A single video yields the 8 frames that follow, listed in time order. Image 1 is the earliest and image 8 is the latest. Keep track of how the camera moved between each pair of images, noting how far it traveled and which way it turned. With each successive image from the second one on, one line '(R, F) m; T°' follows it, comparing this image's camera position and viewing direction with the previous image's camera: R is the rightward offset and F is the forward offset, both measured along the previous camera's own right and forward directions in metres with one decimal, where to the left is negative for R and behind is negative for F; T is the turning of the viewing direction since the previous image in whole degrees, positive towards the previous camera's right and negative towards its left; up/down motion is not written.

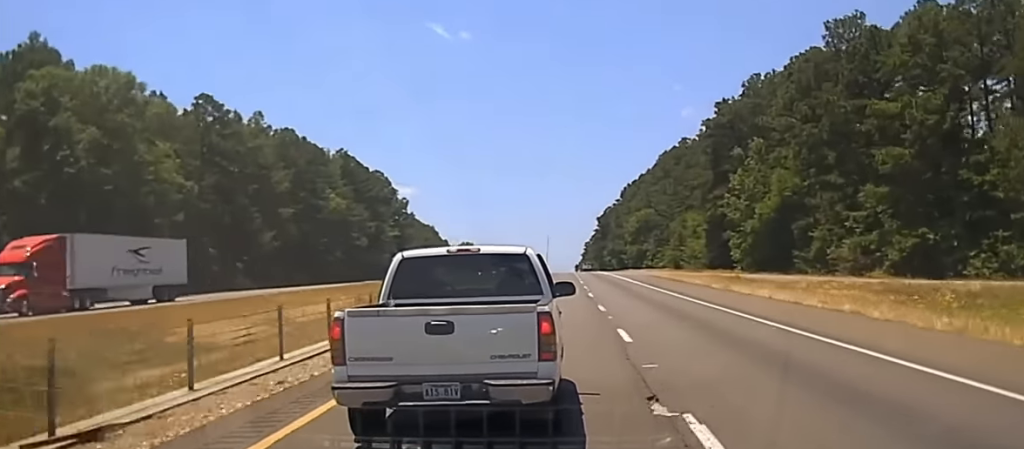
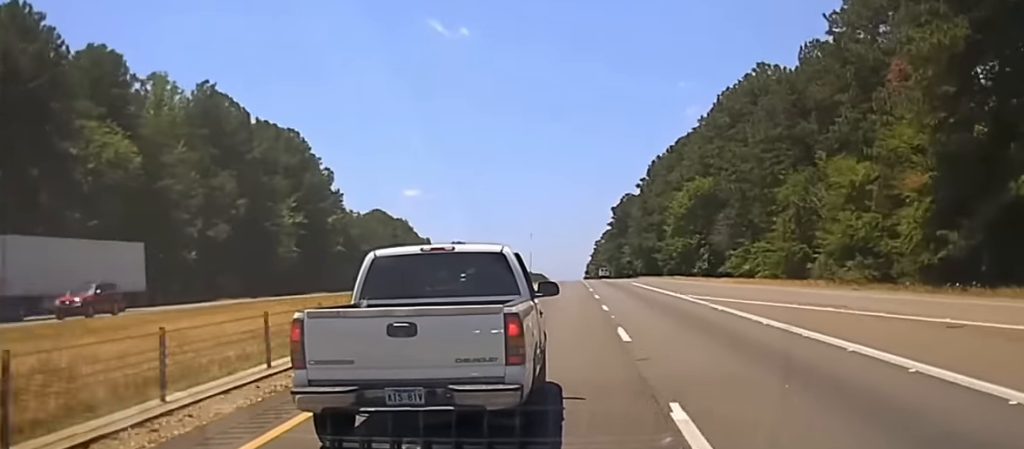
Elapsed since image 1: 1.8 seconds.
(+0.1, +80.8) m; 0°
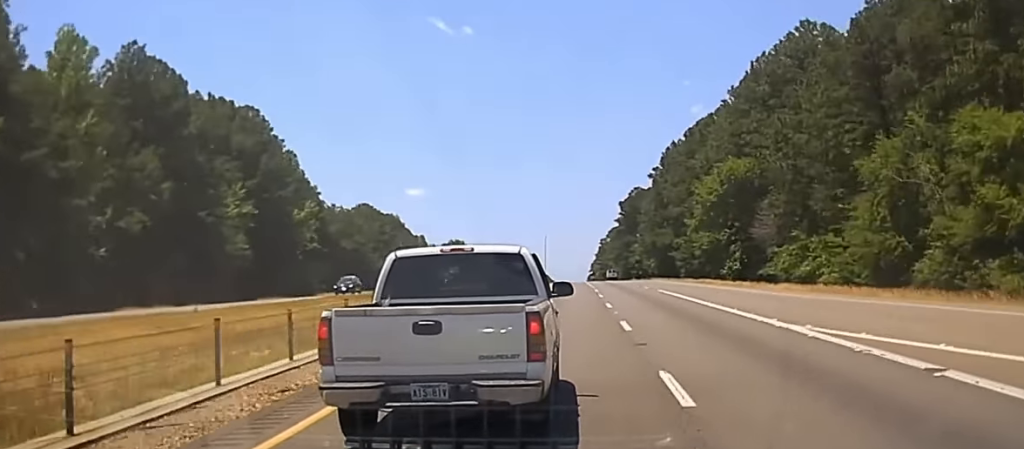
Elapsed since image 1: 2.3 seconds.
(0.0, +19.2) m; 0°
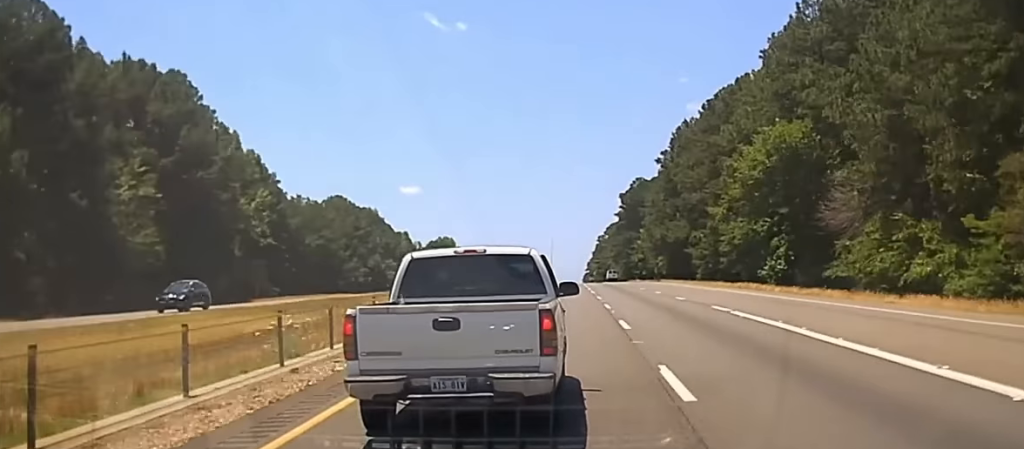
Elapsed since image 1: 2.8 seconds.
(0.0, +22.0) m; 0°
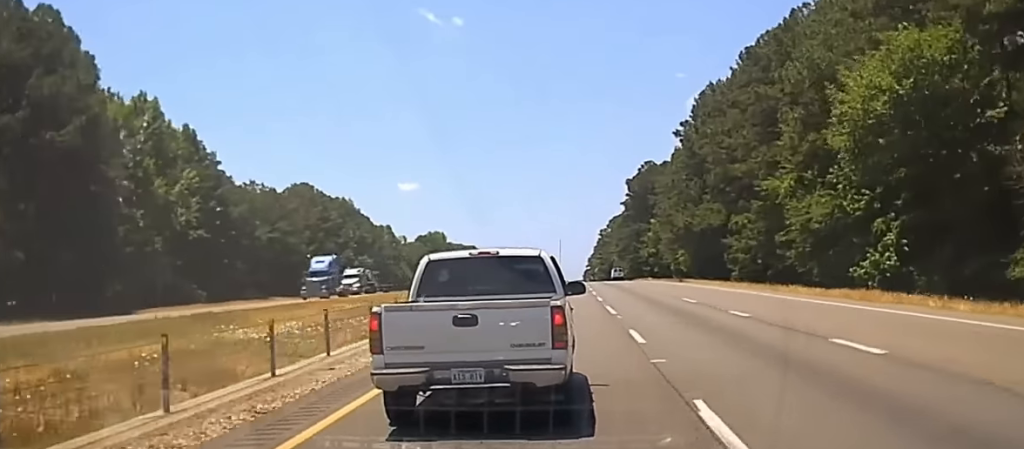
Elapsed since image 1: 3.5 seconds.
(0.0, +29.1) m; 0°
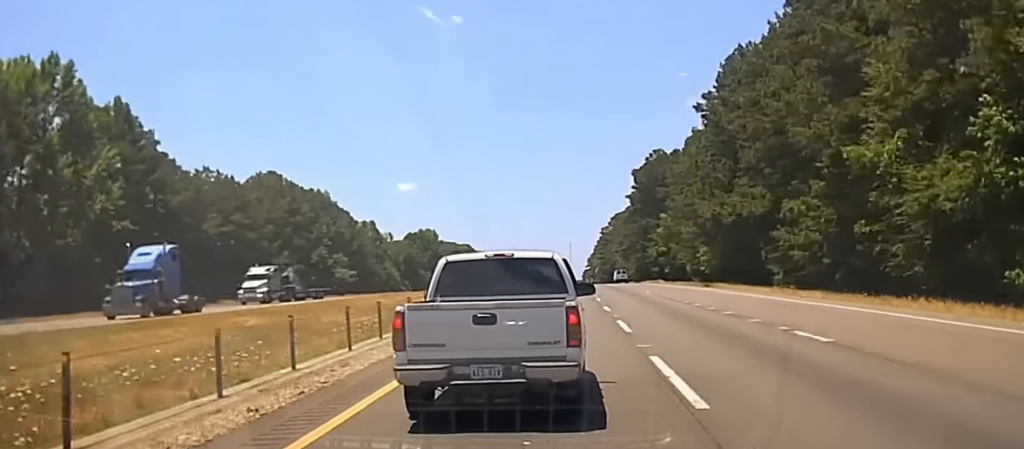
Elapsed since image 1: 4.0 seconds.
(0.0, +21.3) m; 0°
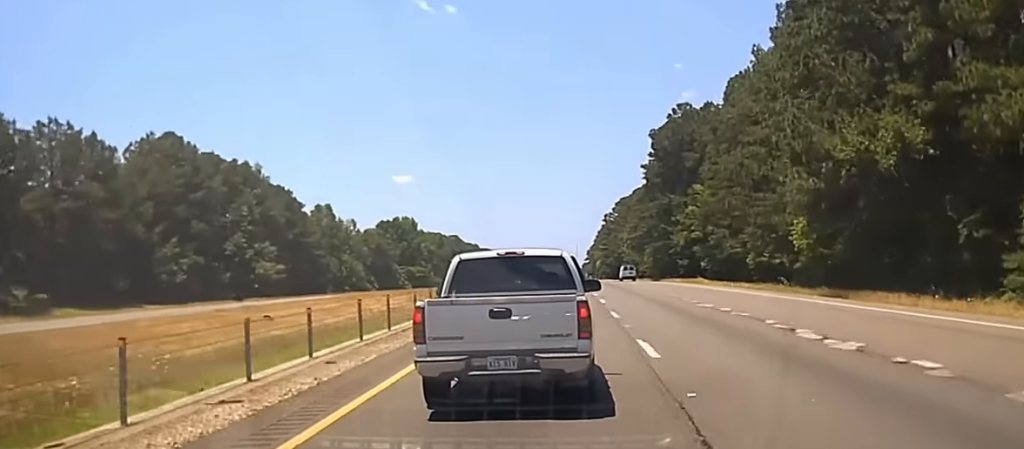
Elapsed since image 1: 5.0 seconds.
(0.0, +43.5) m; 0°
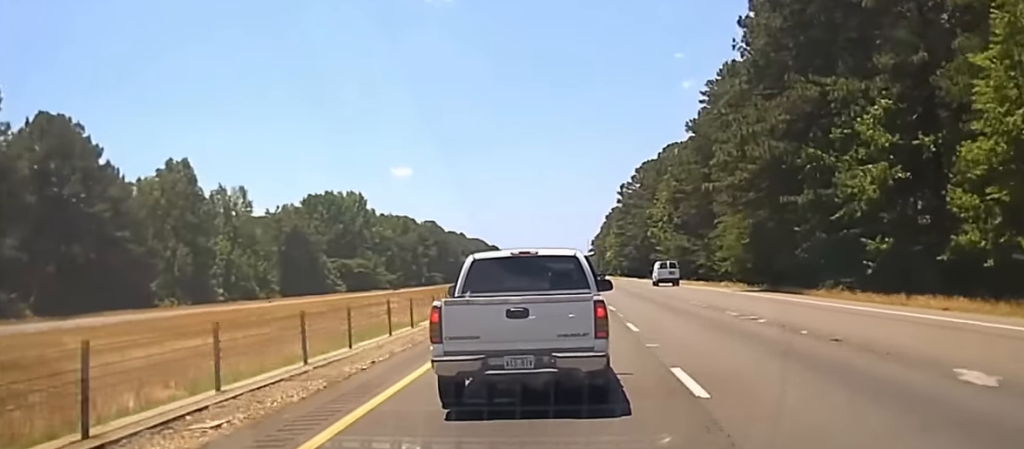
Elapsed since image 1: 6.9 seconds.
(0.0, +84.0) m; 0°
